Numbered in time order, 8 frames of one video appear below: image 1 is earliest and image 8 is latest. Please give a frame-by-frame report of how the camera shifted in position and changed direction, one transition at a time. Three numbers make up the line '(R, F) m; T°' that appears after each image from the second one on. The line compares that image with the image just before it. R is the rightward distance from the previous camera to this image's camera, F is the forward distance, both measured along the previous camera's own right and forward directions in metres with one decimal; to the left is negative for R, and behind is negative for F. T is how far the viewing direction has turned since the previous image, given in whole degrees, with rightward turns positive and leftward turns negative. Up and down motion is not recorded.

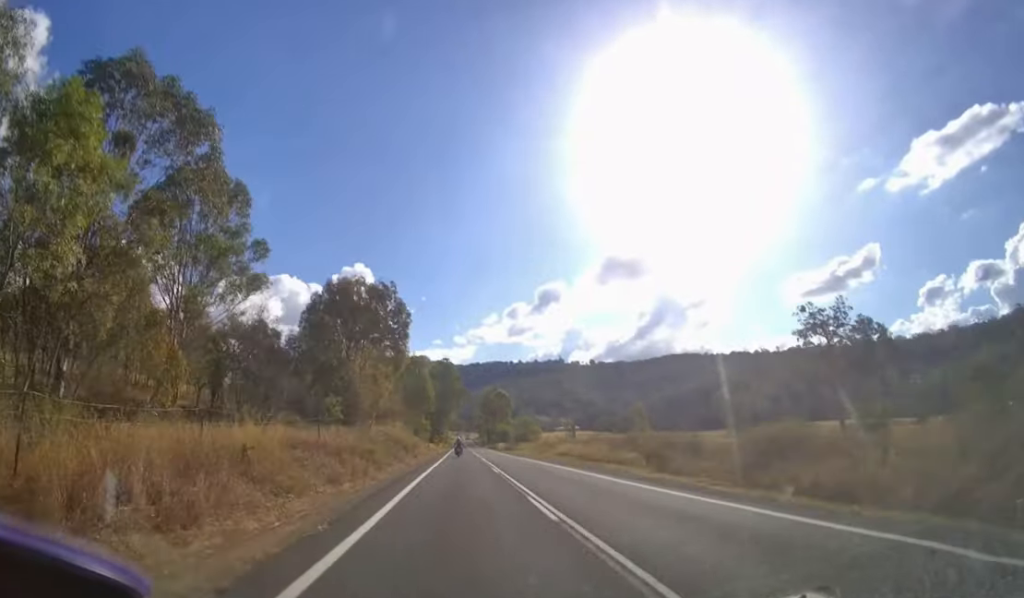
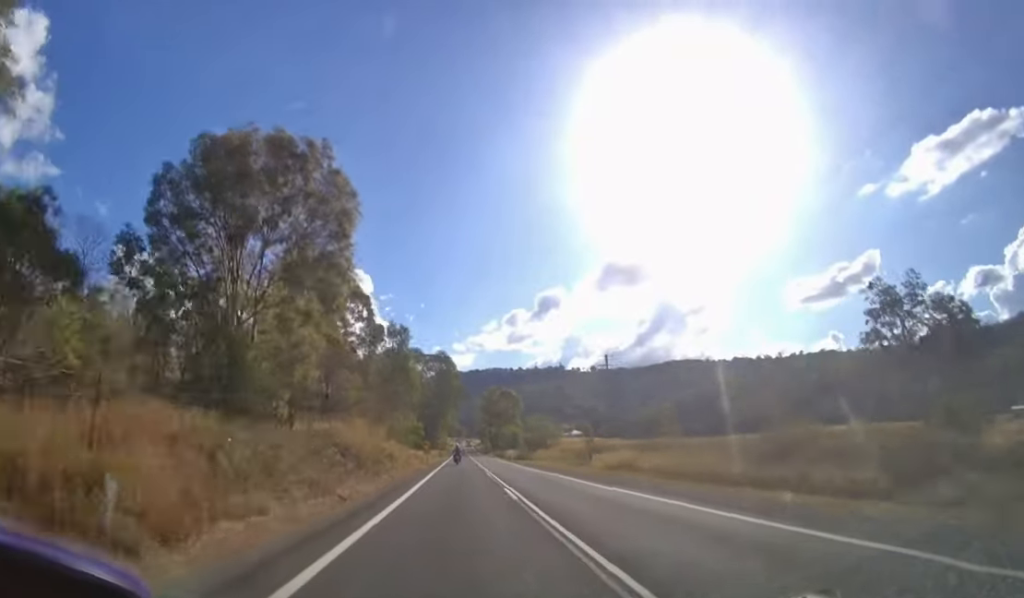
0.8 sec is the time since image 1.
(0.0, +19.4) m; 0°
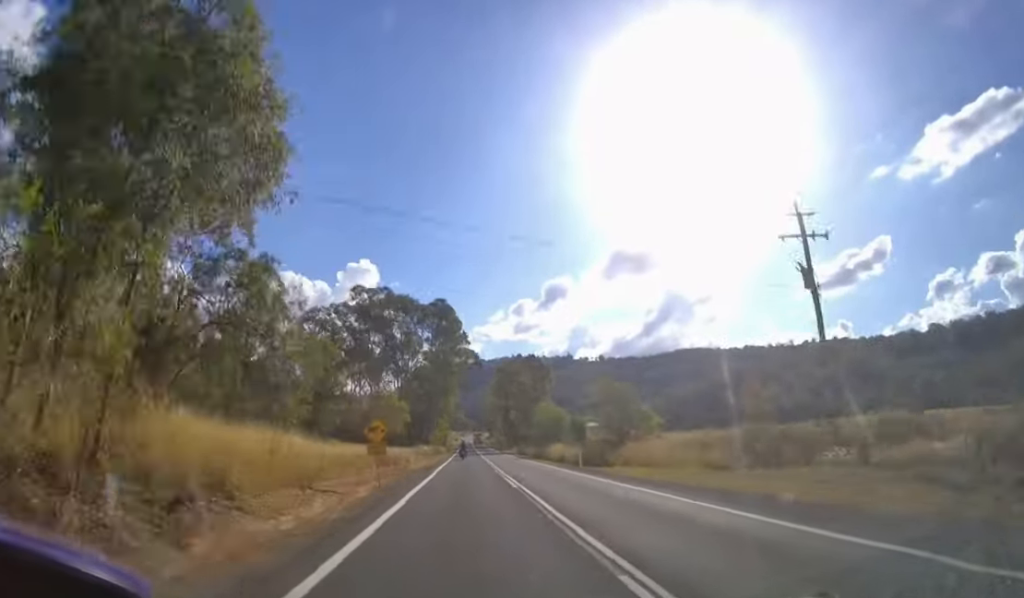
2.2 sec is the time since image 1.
(-0.1, +29.5) m; 0°
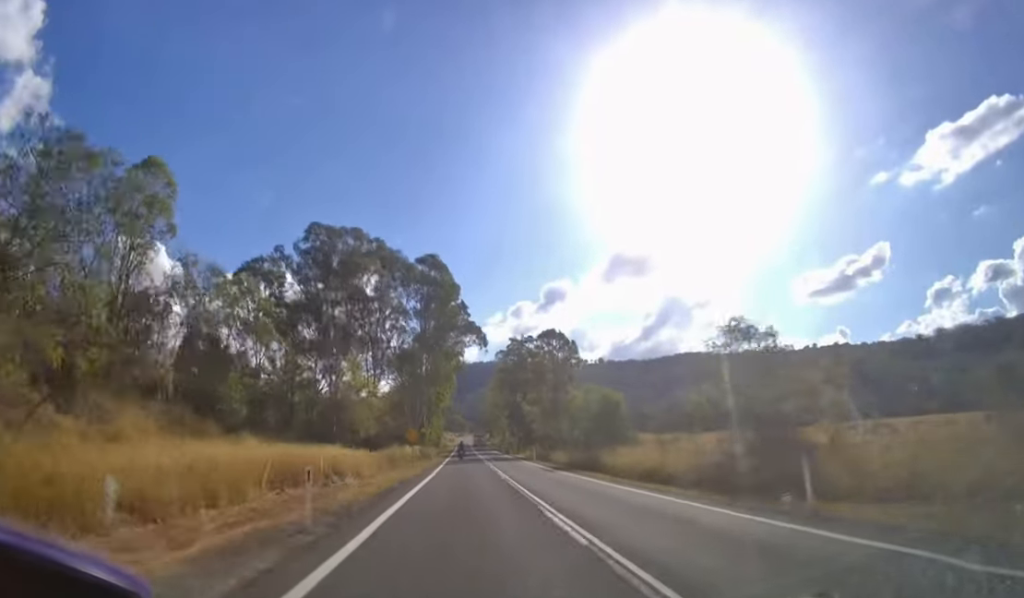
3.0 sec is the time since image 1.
(0.0, +16.9) m; 0°
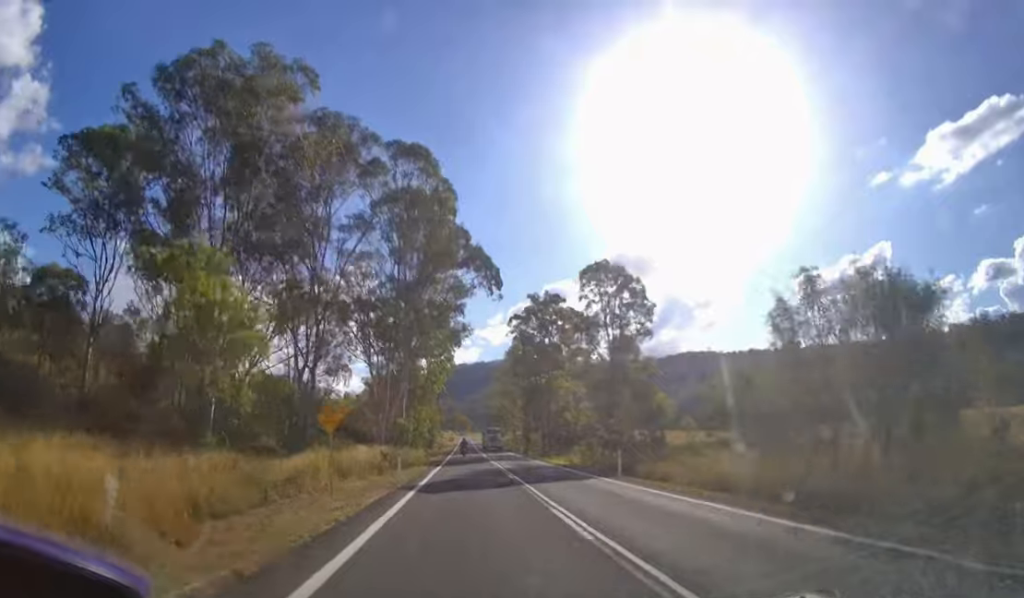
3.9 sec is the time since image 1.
(0.0, +20.6) m; 0°
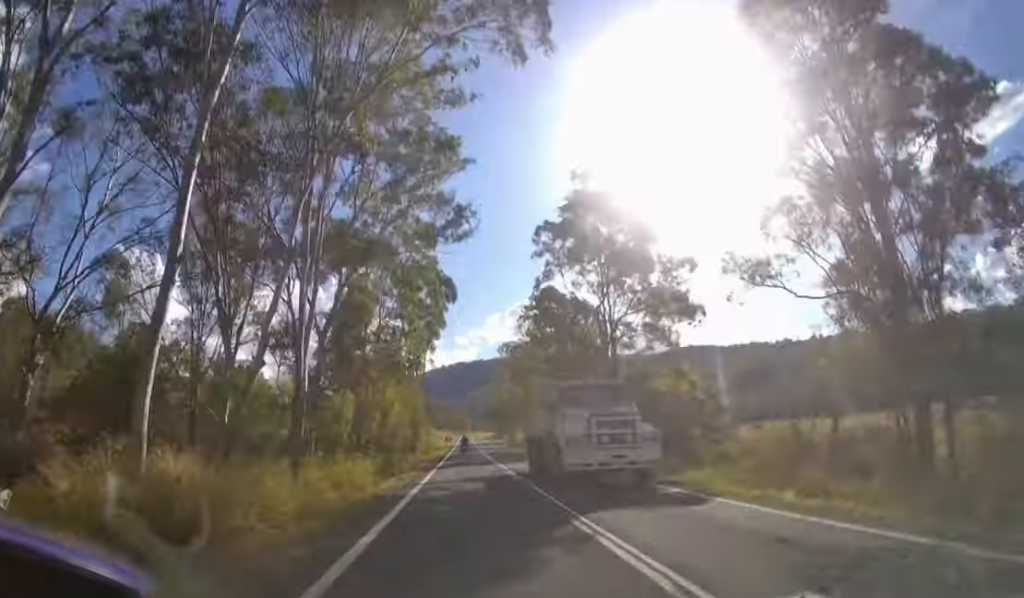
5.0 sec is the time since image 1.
(0.0, +23.6) m; 0°
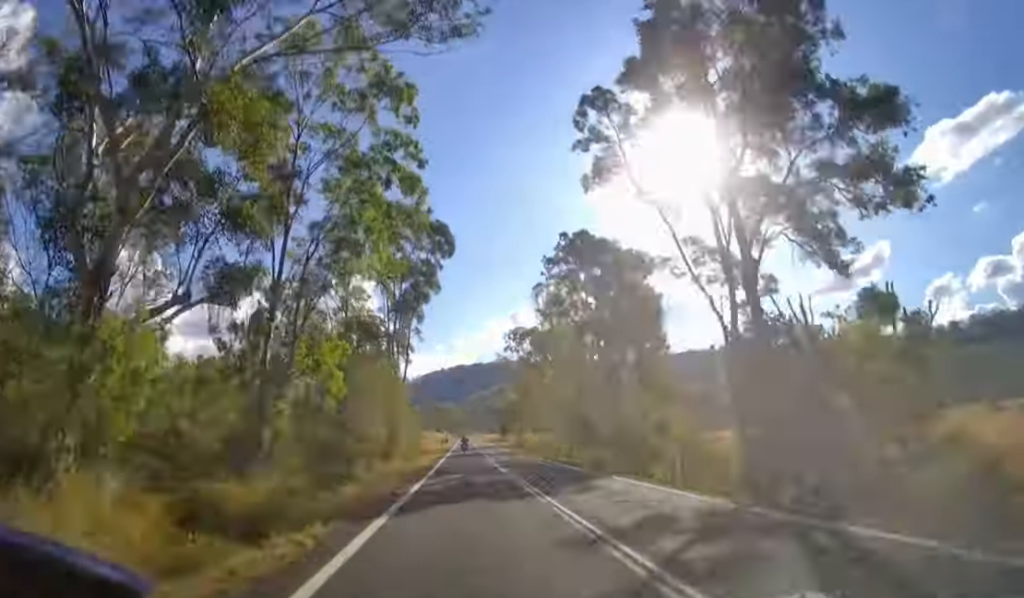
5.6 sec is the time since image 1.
(0.0, +14.9) m; 0°
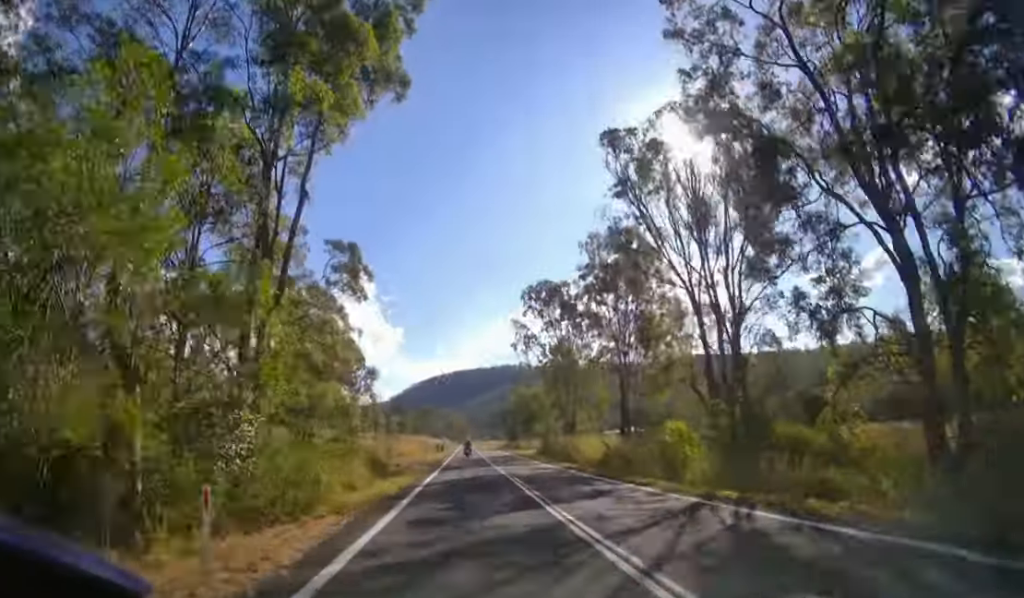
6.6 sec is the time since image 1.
(0.0, +24.9) m; 0°
